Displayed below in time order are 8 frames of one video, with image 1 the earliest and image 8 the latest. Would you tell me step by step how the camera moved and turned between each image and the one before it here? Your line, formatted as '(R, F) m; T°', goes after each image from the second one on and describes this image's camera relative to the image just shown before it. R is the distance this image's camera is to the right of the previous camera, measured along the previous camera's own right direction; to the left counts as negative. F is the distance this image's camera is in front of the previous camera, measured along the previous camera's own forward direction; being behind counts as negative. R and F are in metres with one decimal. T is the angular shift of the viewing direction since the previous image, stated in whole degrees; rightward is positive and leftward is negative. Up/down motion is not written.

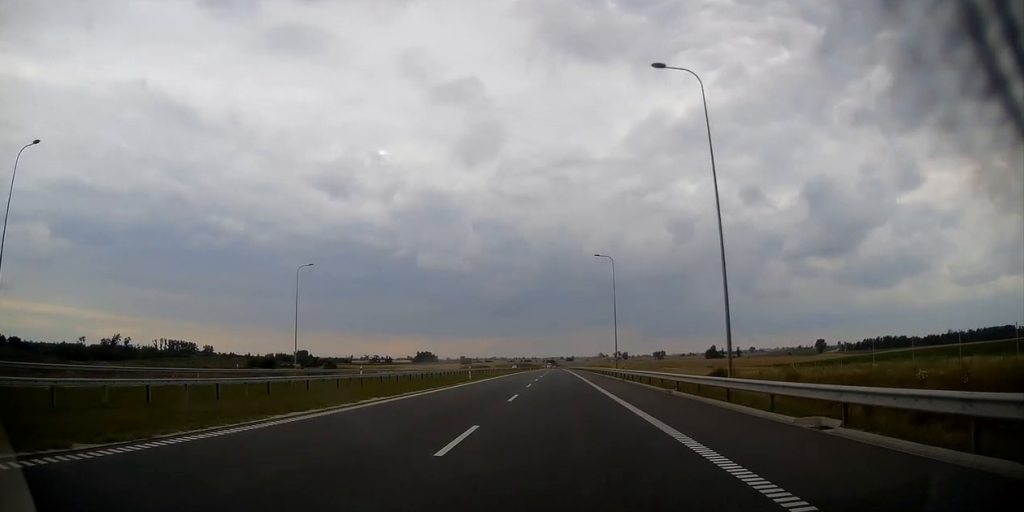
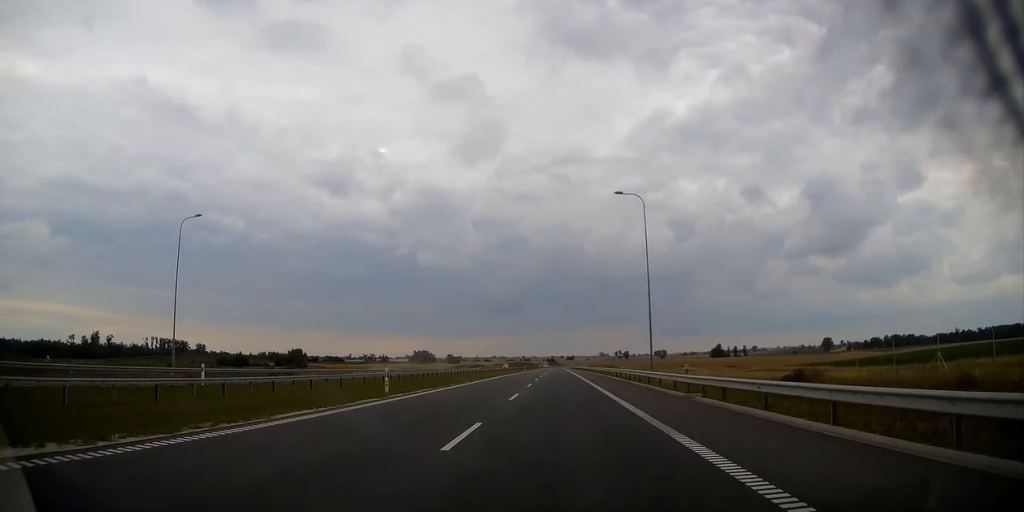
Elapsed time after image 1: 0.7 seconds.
(0.0, +23.6) m; 0°
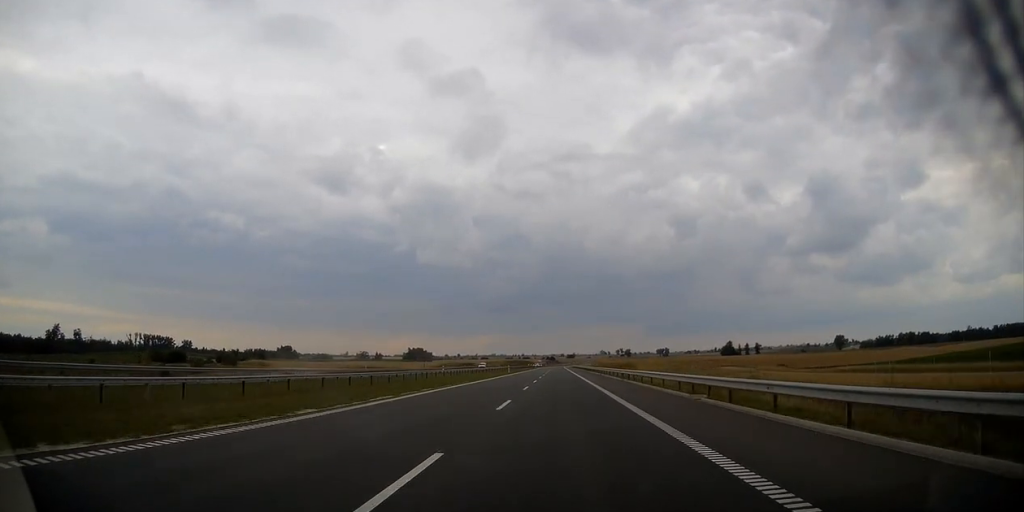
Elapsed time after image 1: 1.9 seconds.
(0.0, +40.5) m; 0°
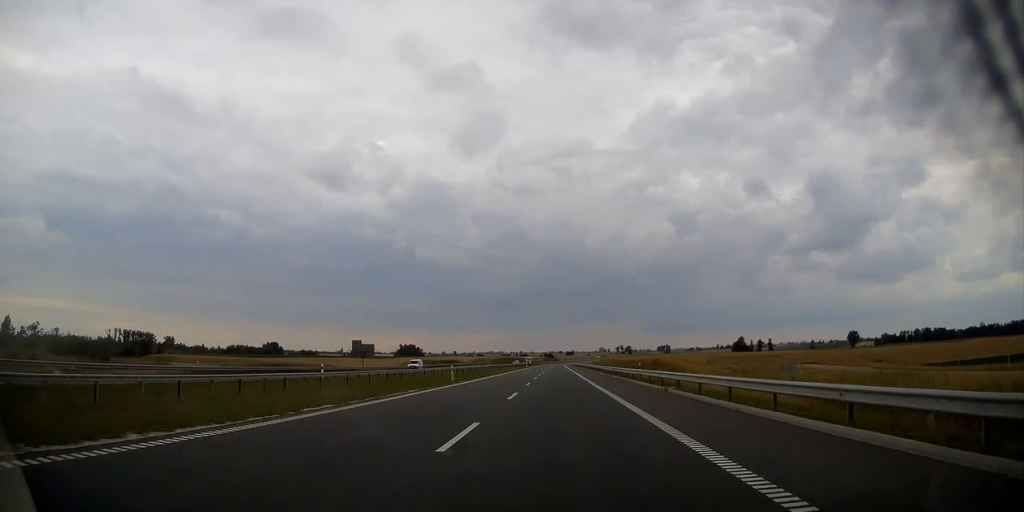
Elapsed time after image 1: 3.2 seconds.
(0.0, +44.1) m; 0°
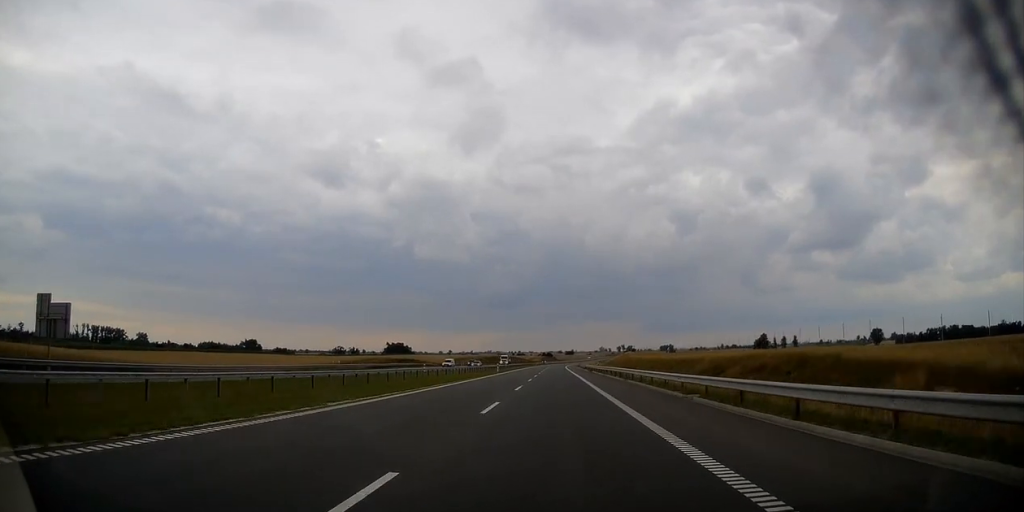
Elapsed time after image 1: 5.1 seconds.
(0.0, +65.8) m; 0°
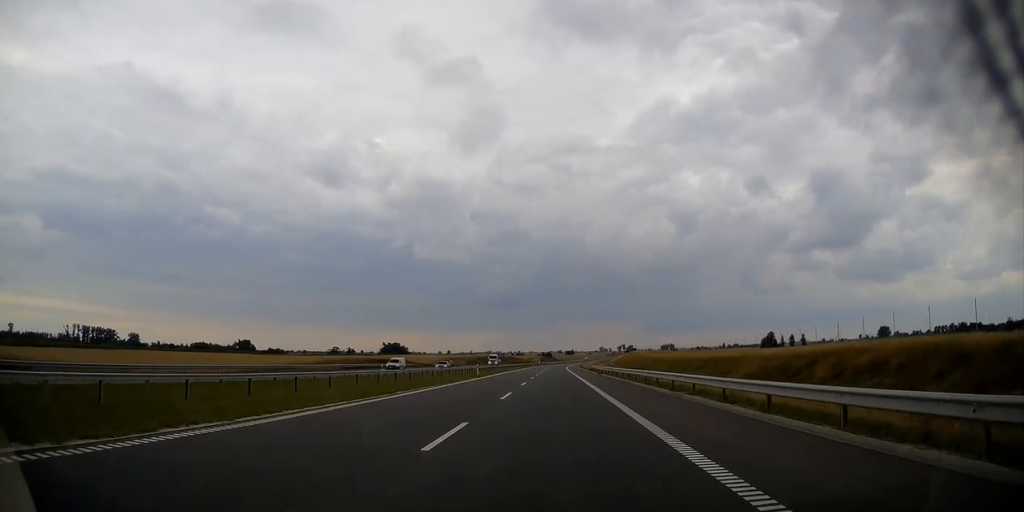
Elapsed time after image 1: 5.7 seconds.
(0.0, +18.3) m; 0°
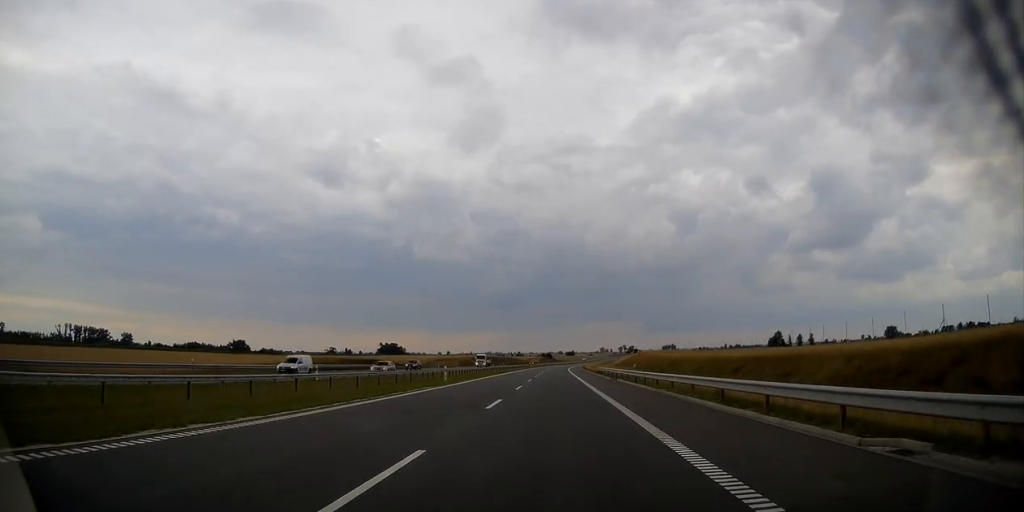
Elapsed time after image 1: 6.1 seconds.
(0.0, +16.0) m; 0°
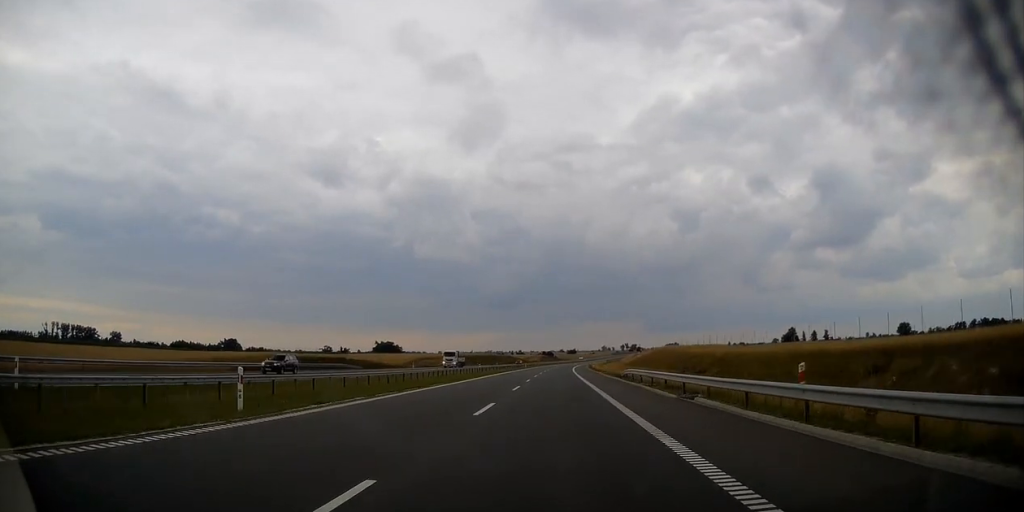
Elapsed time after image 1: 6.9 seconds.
(-0.1, +26.4) m; 0°
